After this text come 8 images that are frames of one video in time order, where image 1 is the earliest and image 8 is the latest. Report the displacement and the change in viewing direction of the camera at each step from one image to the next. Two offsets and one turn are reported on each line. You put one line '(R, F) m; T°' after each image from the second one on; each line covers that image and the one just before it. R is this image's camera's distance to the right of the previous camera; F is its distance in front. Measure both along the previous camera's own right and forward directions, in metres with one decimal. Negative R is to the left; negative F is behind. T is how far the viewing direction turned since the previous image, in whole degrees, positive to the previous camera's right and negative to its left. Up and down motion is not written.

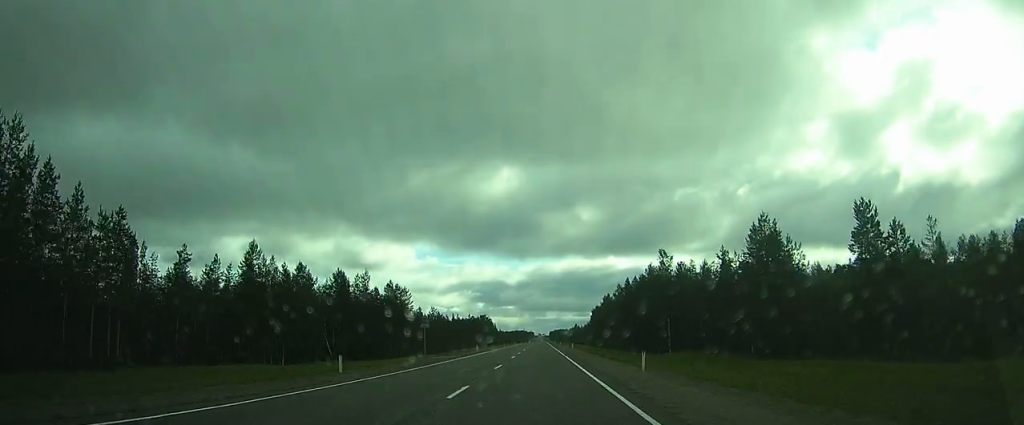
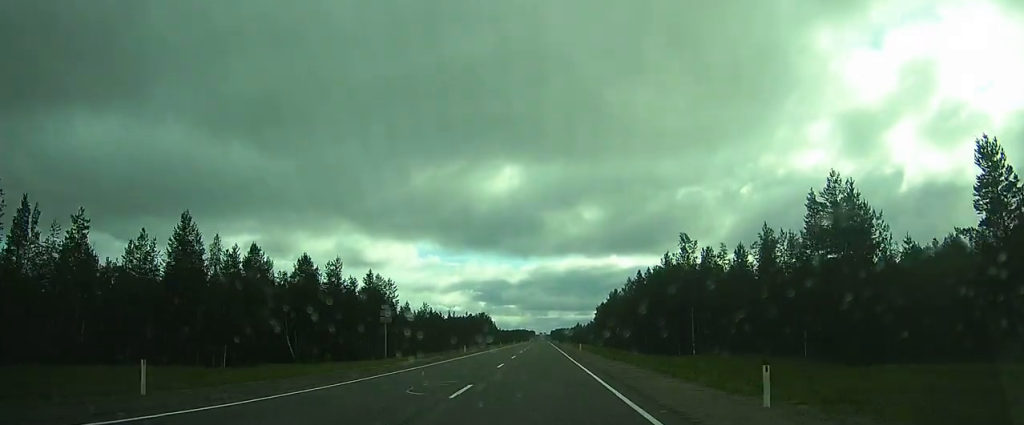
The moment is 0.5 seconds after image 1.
(+0.1, +12.6) m; 0°
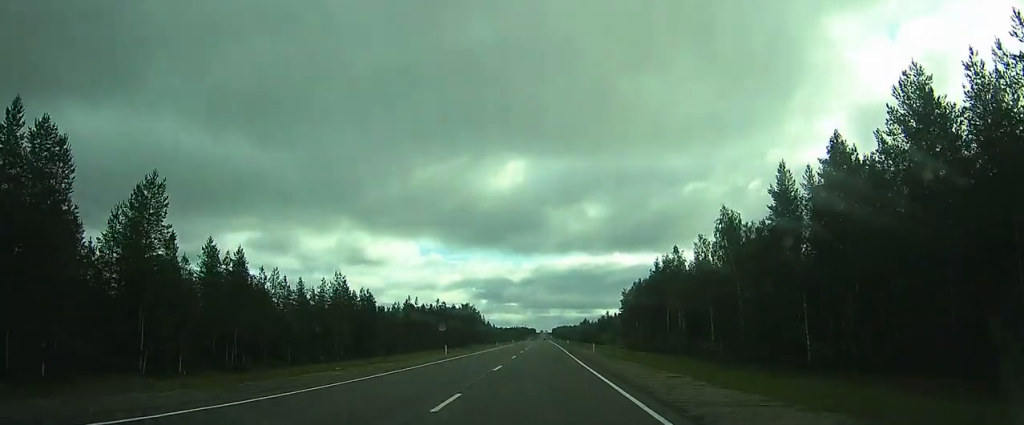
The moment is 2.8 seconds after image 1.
(+0.1, +64.0) m; 0°
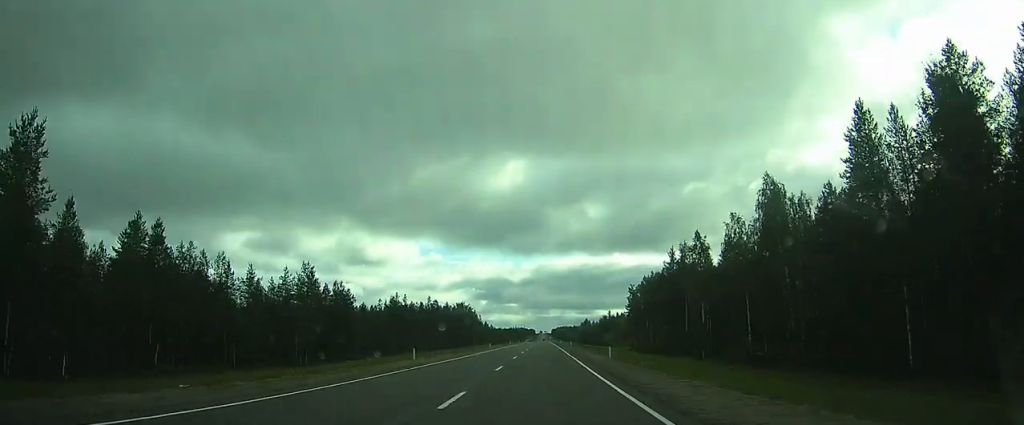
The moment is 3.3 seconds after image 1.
(0.0, +11.8) m; 0°
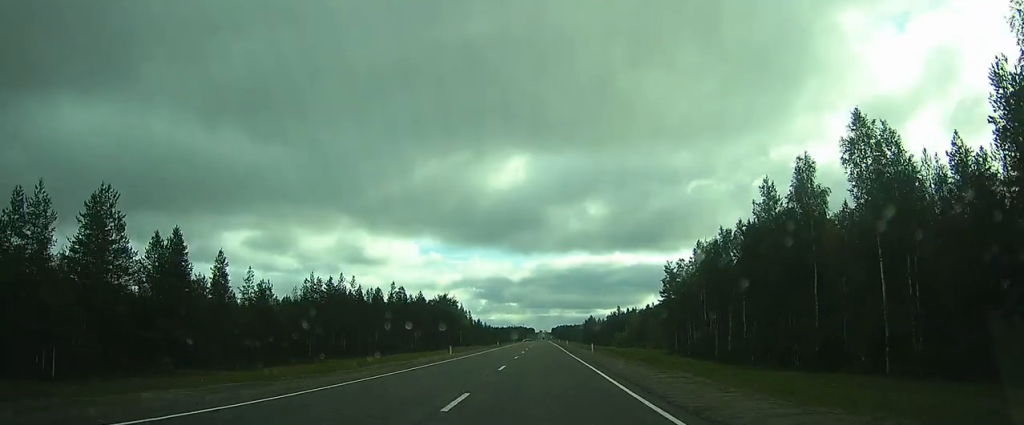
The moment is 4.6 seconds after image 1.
(0.0, +37.3) m; +1°
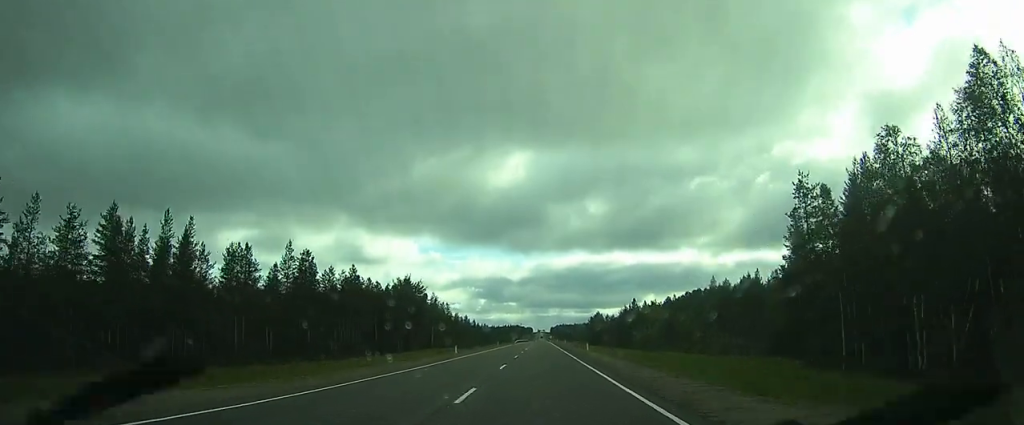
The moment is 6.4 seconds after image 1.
(+0.1, +48.0) m; -1°
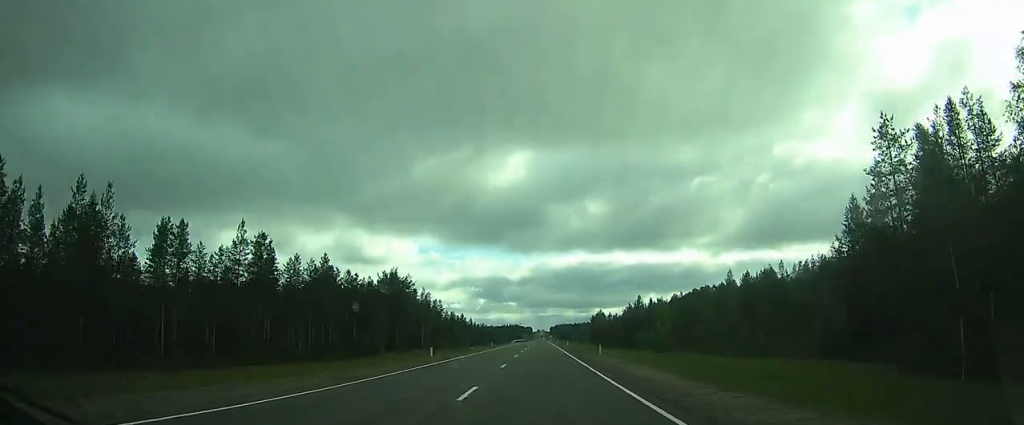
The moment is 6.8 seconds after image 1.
(-0.1, +11.7) m; 0°
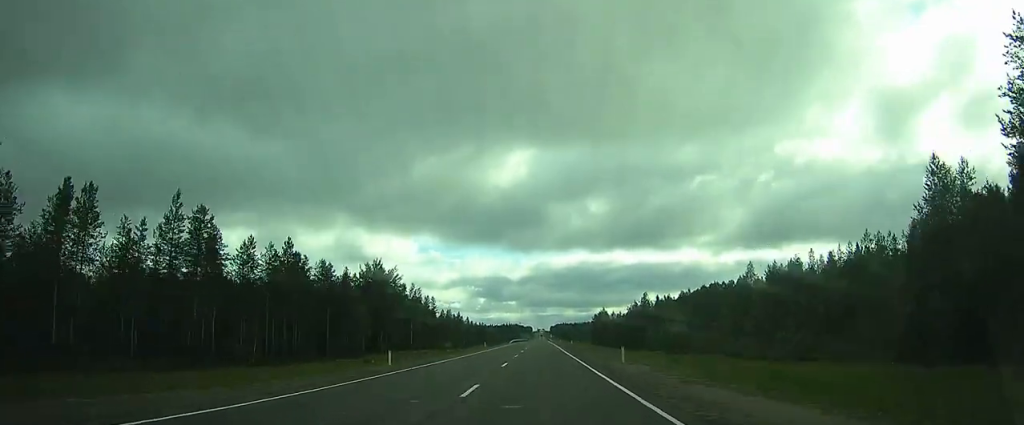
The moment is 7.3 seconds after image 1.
(0.0, +11.6) m; 0°
